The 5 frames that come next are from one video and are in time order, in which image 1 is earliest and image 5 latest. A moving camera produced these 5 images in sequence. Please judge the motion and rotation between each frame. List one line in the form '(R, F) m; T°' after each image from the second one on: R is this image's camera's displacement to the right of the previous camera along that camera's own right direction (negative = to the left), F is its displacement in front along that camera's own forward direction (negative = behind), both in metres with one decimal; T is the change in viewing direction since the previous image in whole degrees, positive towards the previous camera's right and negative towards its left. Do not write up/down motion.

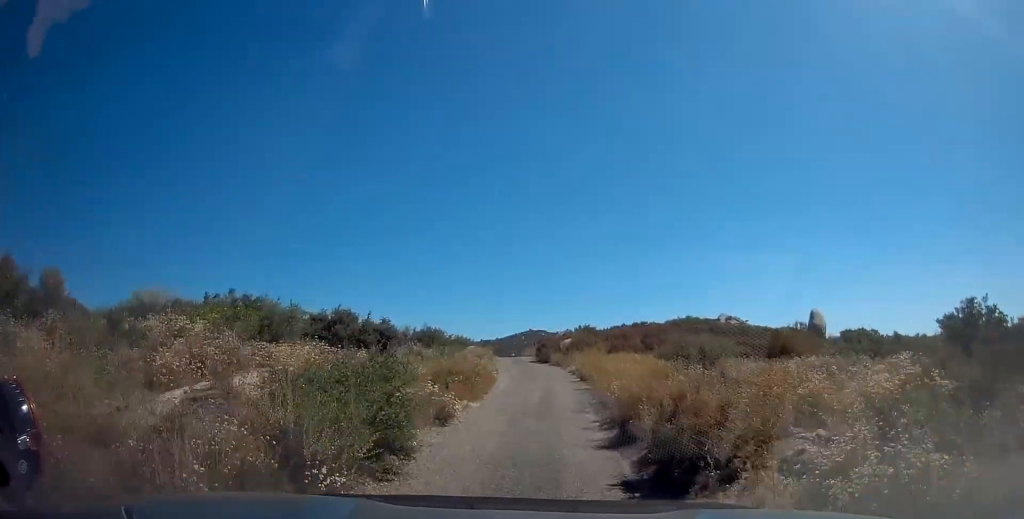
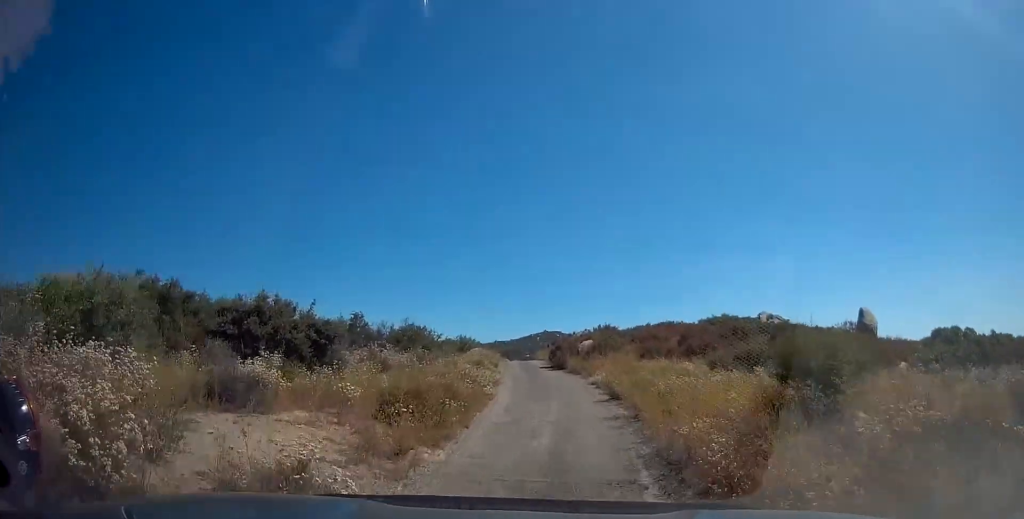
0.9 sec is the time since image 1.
(+0.1, +6.2) m; +4°
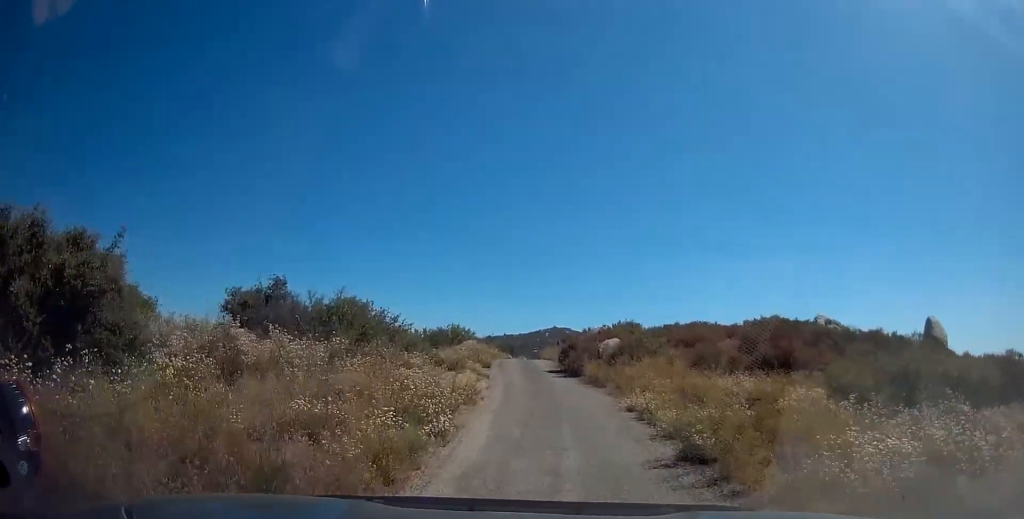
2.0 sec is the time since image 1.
(+0.4, +8.2) m; 0°
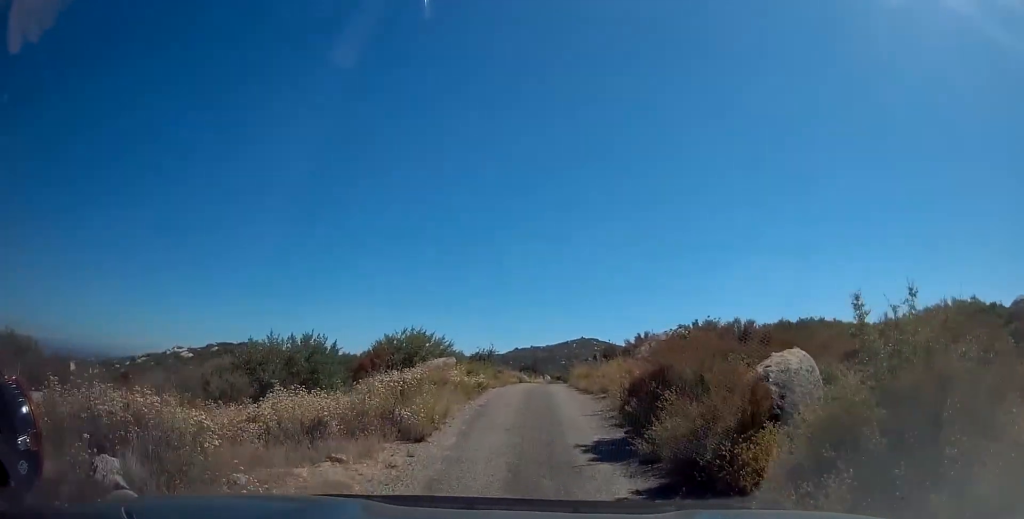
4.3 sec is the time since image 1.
(-1.3, +17.7) m; -5°
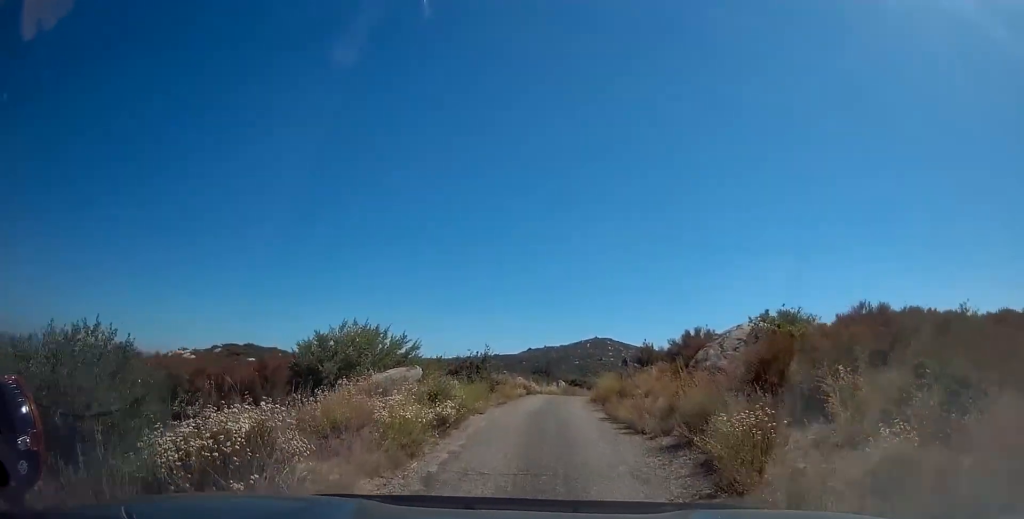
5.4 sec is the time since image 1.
(-0.2, +8.3) m; -4°
